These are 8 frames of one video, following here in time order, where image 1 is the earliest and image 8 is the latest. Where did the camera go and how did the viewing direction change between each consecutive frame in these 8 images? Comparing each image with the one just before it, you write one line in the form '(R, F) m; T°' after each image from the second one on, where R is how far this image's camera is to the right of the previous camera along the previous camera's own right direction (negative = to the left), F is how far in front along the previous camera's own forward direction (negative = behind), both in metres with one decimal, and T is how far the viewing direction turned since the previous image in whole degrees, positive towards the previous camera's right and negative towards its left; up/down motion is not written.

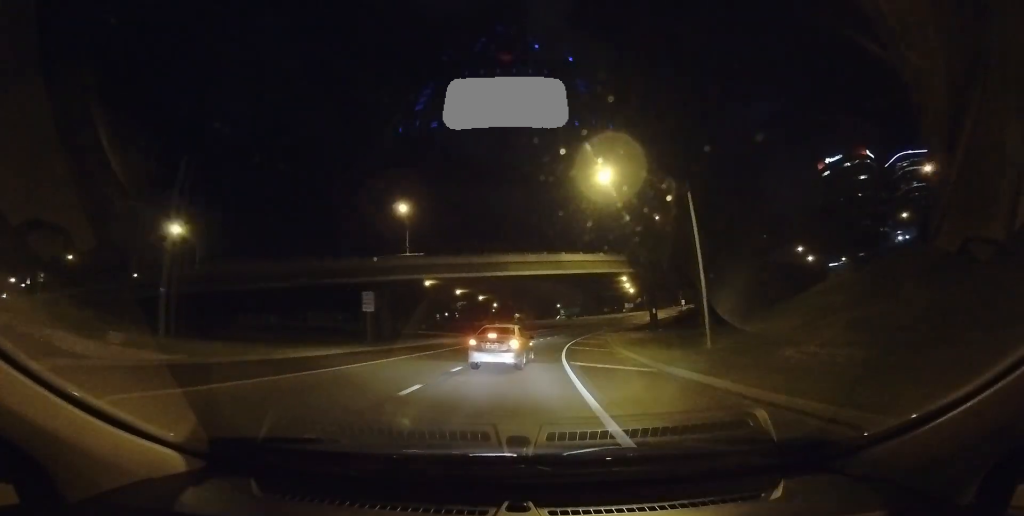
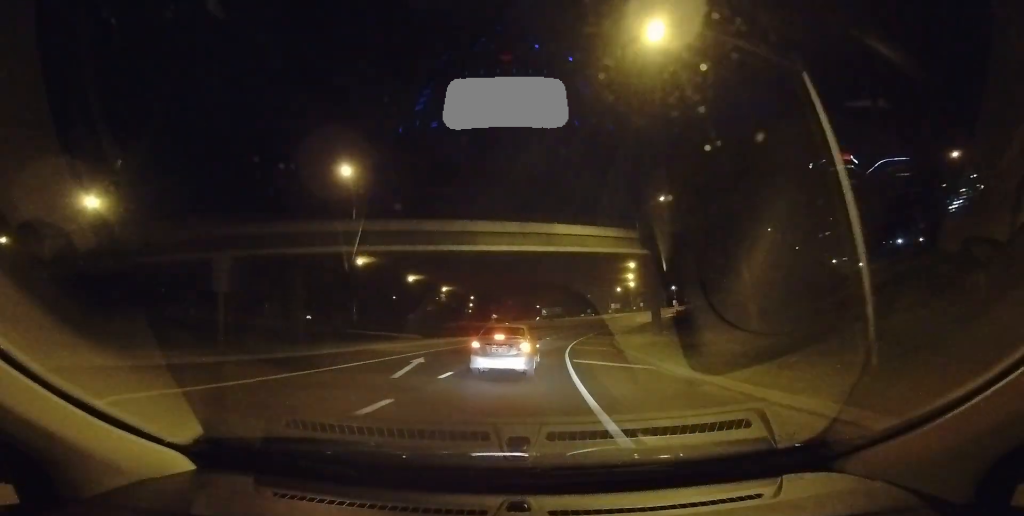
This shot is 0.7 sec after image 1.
(+1.4, +7.7) m; +11°
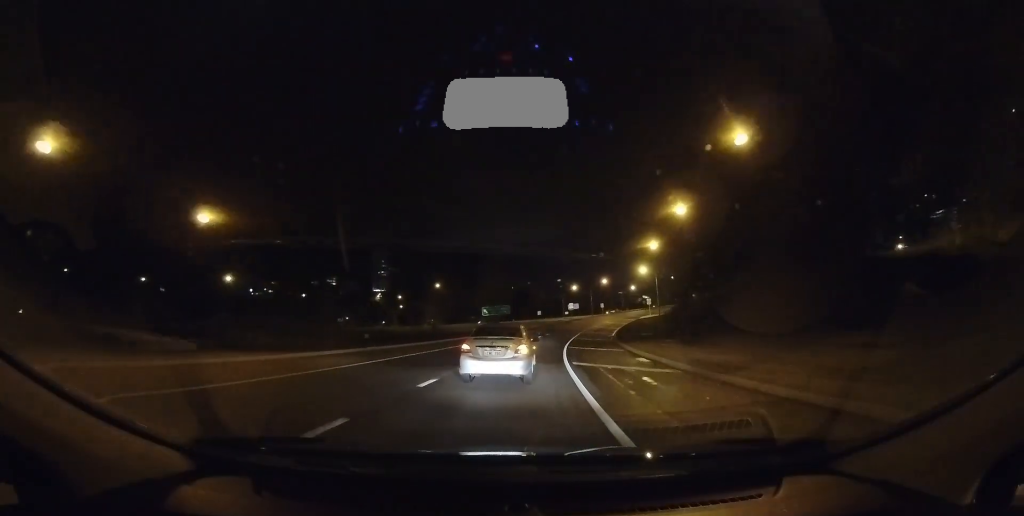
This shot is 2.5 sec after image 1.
(+1.9, +19.1) m; +17°
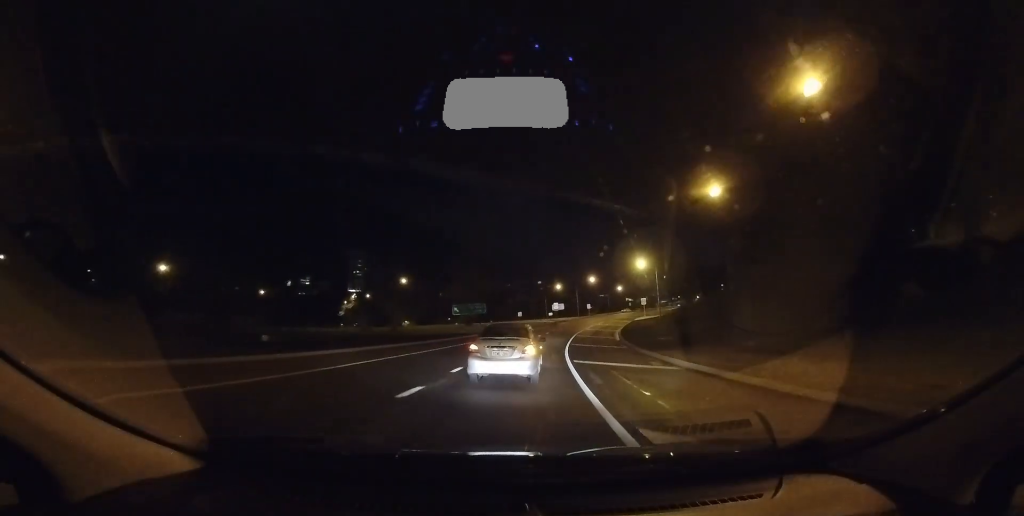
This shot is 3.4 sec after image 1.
(+0.8, +10.1) m; +6°
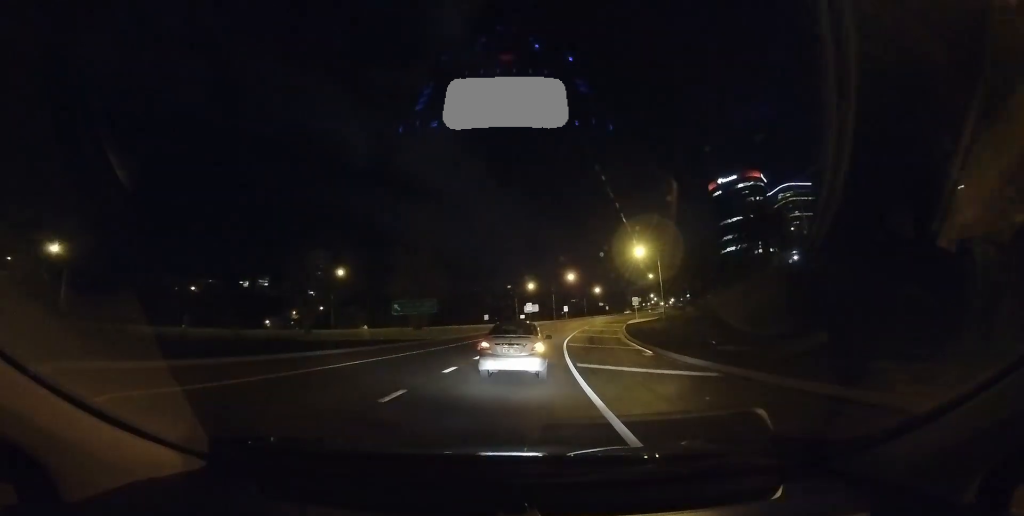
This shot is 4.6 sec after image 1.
(+0.4, +17.1) m; +3°
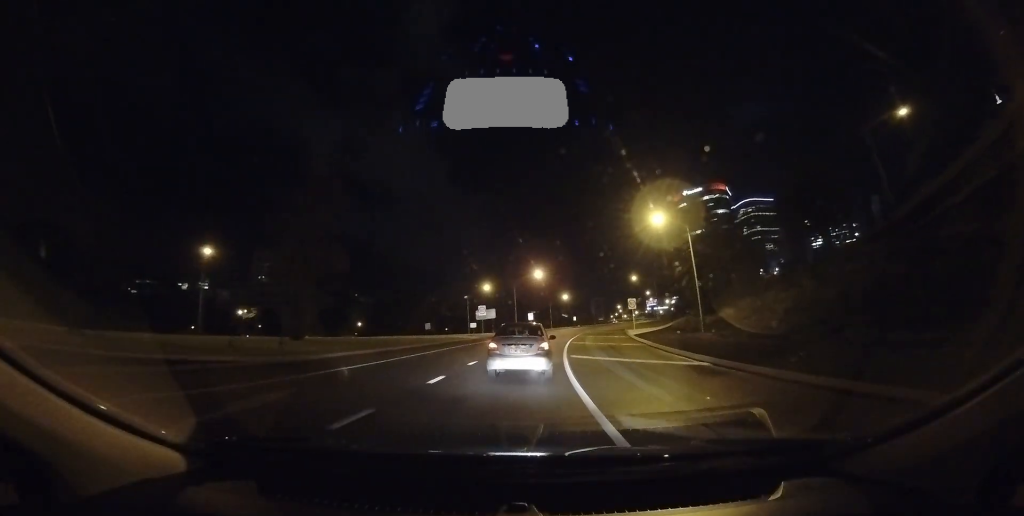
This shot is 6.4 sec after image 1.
(+1.3, +26.2) m; +13°
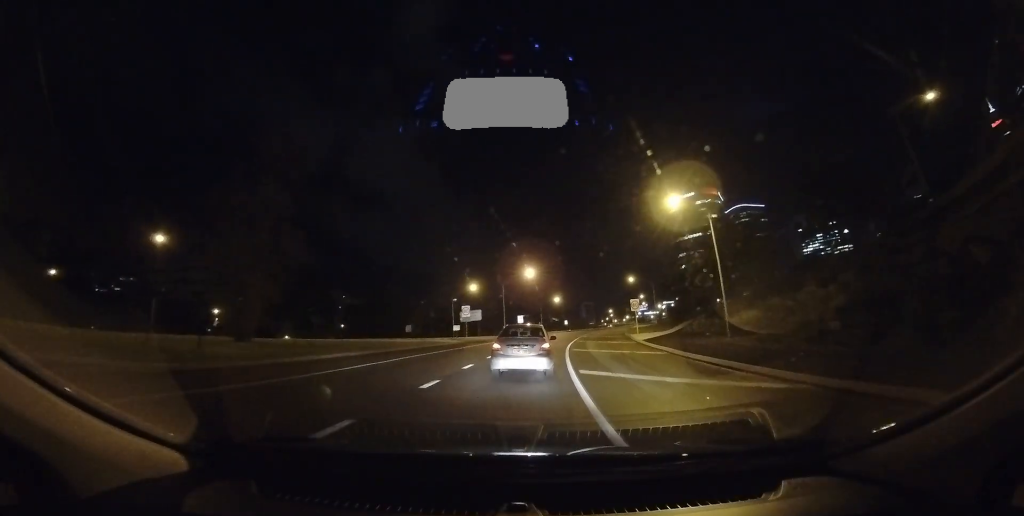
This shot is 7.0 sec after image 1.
(+0.9, +5.8) m; +10°
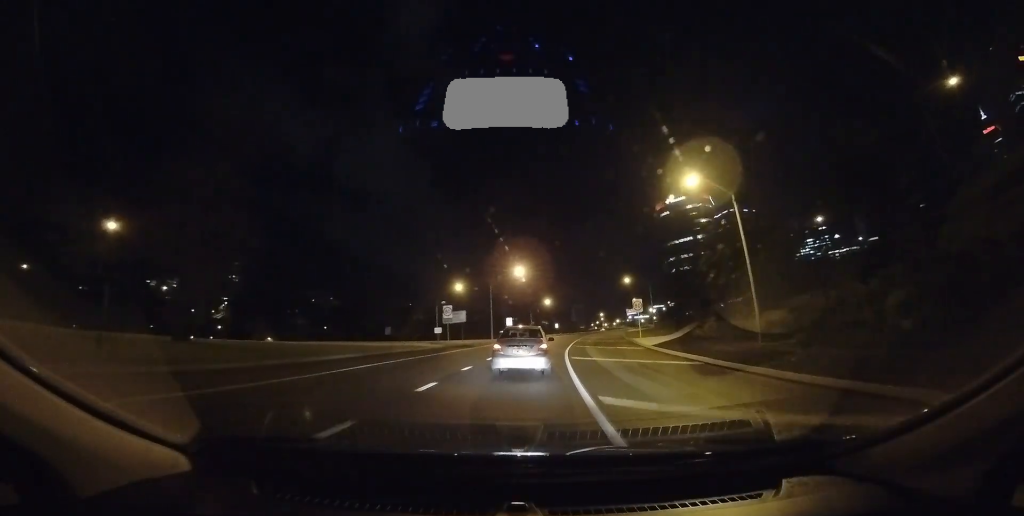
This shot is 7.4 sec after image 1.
(+0.1, +5.2) m; +8°
